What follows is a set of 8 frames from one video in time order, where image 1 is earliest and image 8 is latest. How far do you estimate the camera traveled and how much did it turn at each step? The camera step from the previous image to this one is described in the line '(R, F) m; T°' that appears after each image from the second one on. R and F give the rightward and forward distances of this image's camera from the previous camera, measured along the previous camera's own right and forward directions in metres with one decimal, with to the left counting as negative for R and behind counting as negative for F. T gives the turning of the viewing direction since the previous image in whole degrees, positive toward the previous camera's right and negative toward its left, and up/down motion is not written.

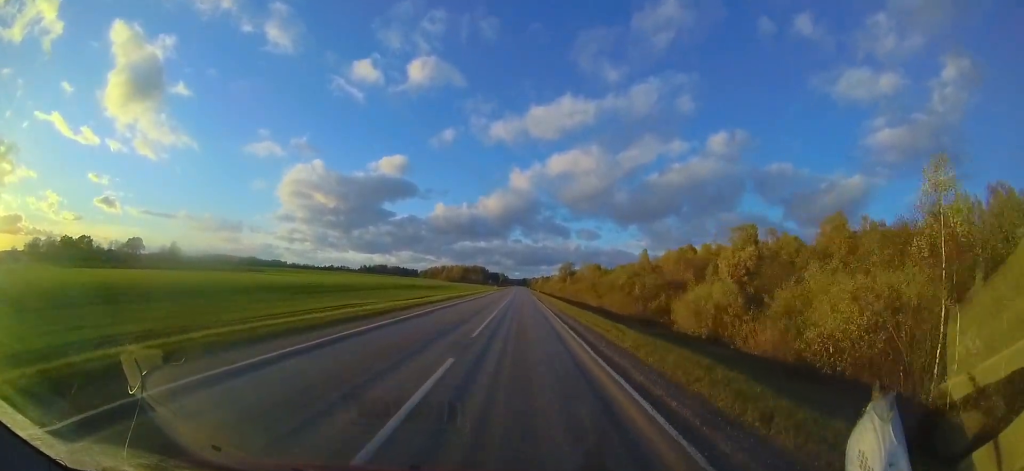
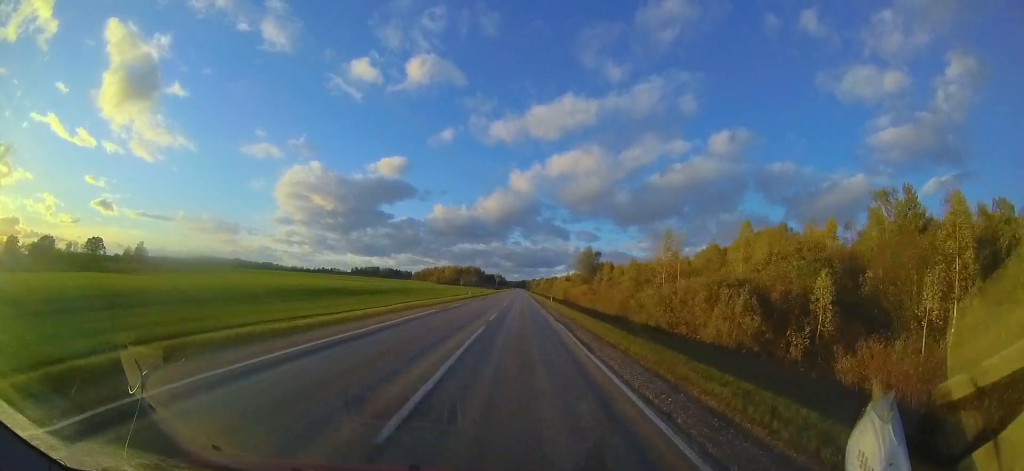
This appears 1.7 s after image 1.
(0.0, +43.6) m; -1°
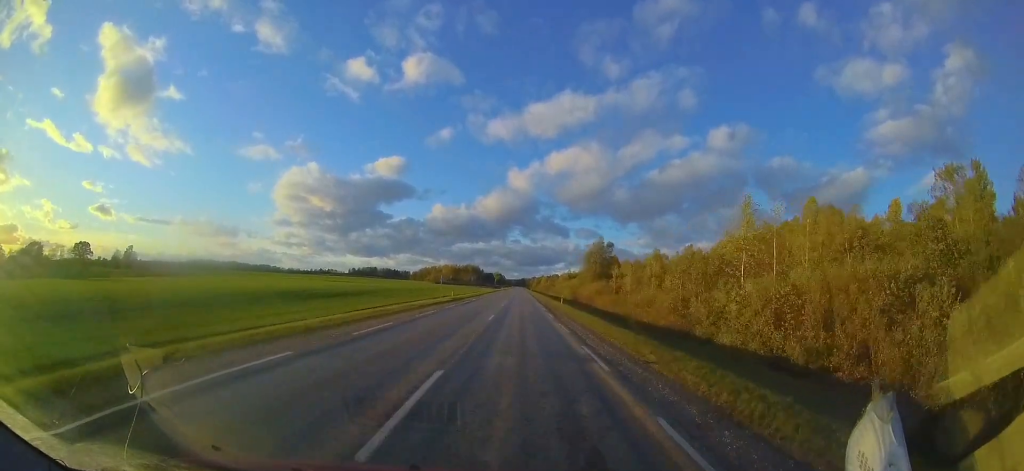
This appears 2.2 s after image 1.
(-0.1, +13.5) m; 0°
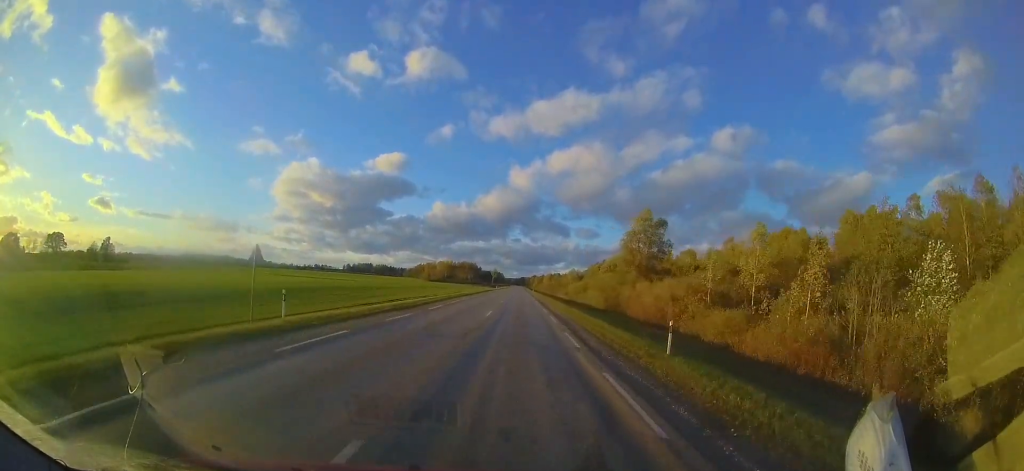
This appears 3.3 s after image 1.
(-0.1, +27.9) m; 0°
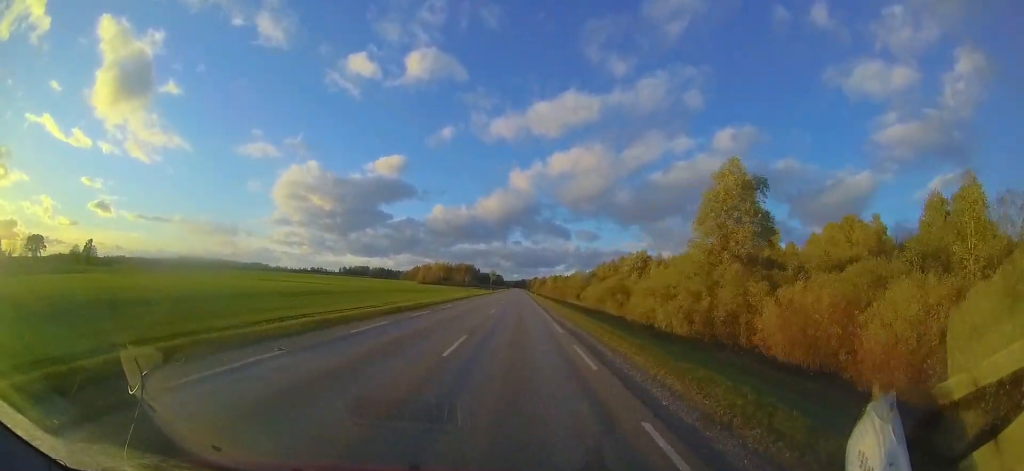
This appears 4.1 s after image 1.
(0.0, +21.0) m; 0°
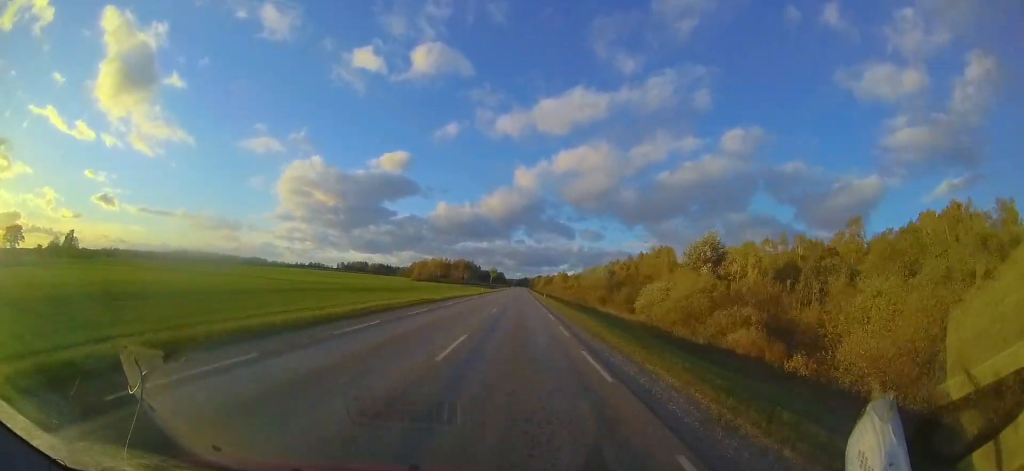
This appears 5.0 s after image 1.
(0.0, +25.1) m; 0°
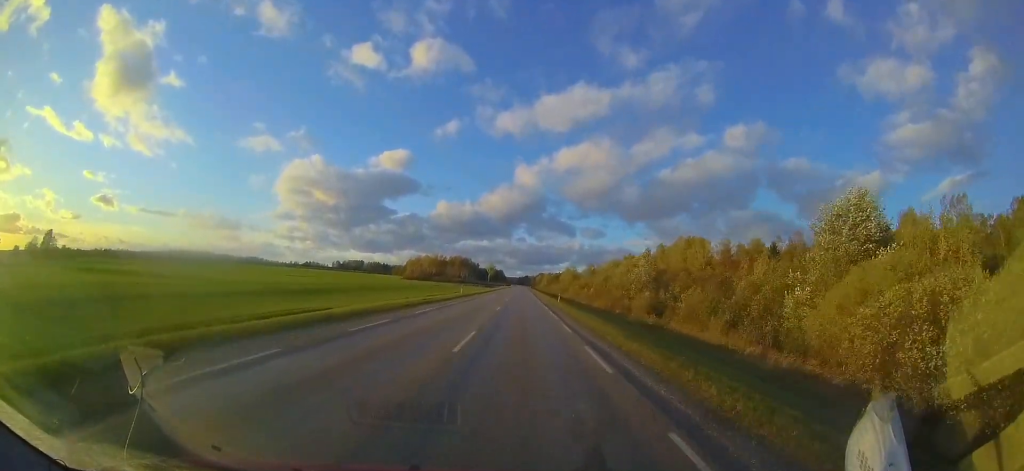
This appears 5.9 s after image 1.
(+0.1, +24.4) m; +1°
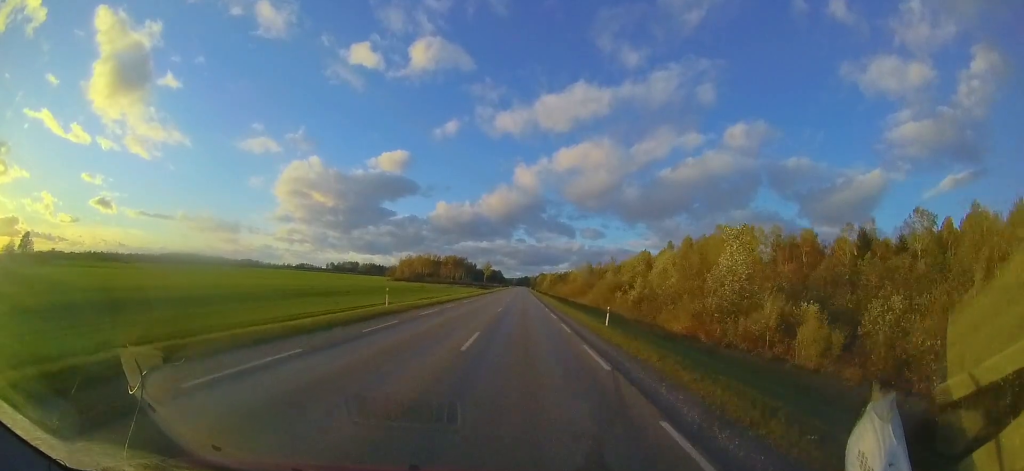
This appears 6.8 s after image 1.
(+0.2, +24.1) m; 0°
